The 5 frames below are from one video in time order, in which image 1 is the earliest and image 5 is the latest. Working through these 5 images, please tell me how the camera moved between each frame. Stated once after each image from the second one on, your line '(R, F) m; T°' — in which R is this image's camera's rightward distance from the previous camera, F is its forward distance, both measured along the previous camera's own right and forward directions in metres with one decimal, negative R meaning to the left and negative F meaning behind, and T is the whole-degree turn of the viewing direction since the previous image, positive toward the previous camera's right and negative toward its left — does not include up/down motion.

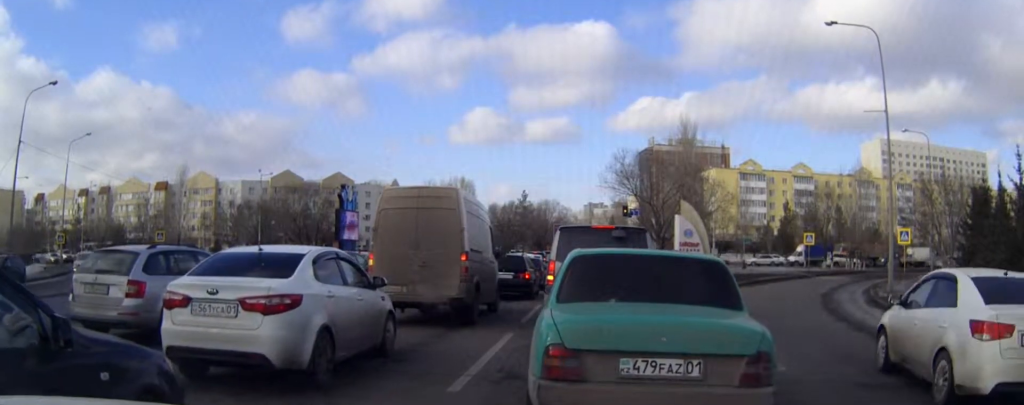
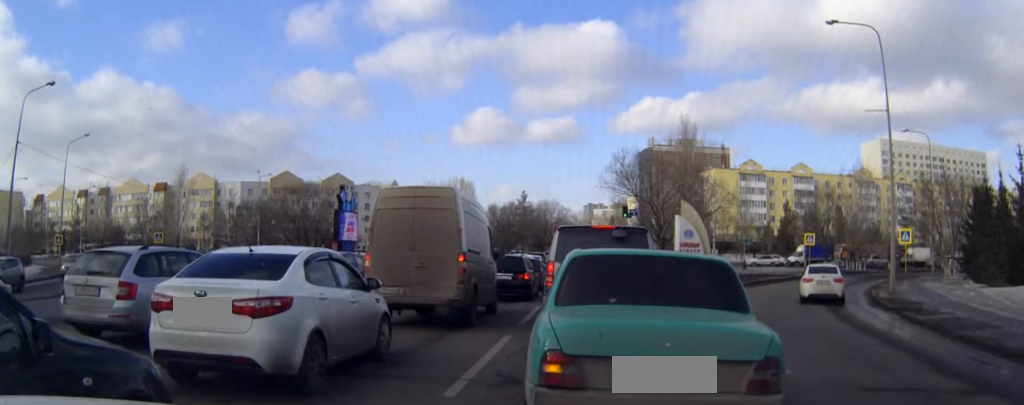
(0.0, 0.0) m; 0°
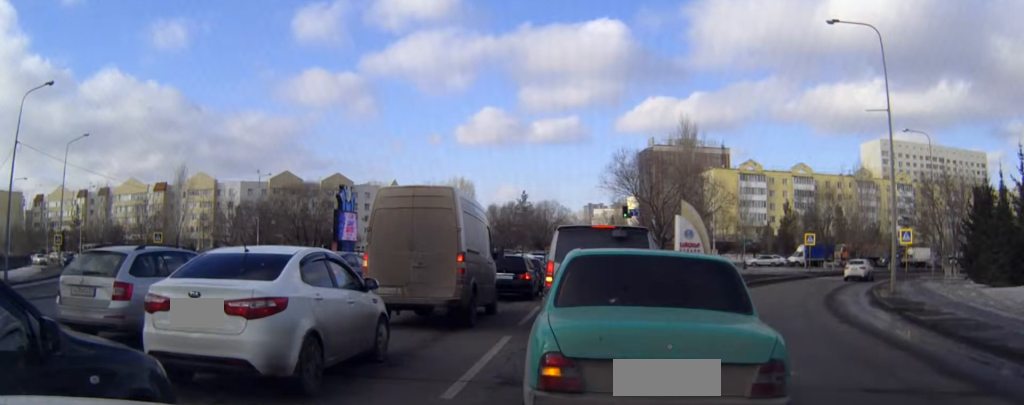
(0.0, 0.0) m; 0°
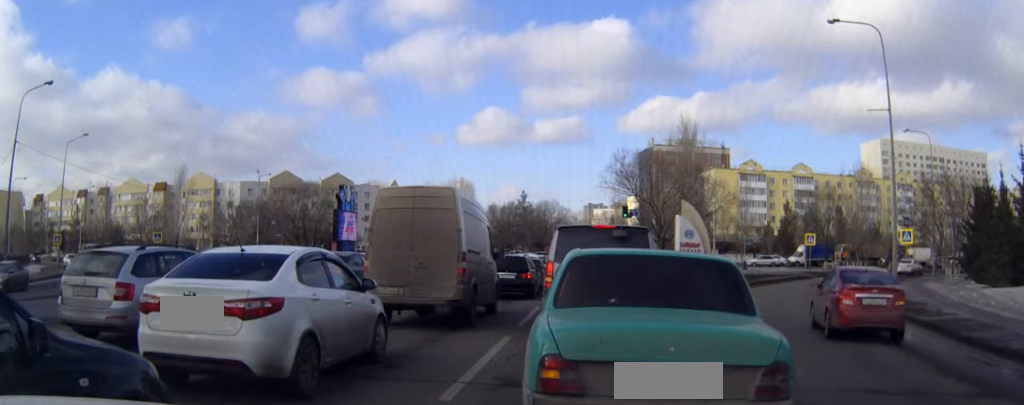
(0.0, 0.0) m; 0°
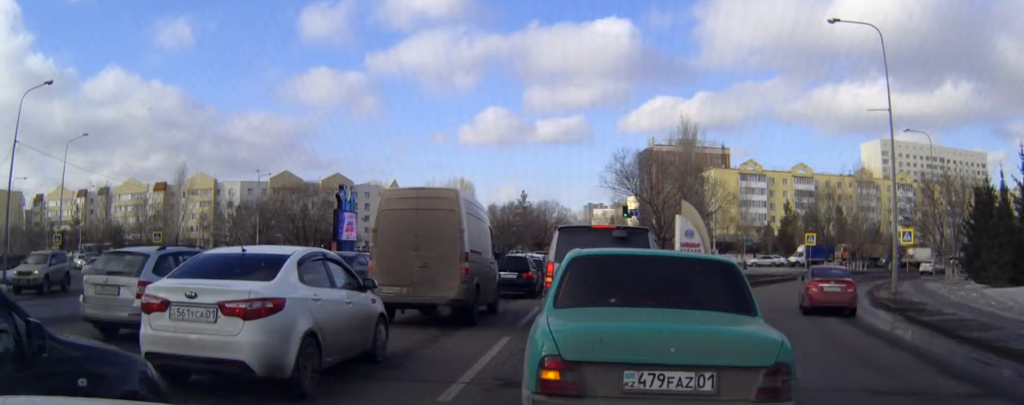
(0.0, 0.0) m; 0°
